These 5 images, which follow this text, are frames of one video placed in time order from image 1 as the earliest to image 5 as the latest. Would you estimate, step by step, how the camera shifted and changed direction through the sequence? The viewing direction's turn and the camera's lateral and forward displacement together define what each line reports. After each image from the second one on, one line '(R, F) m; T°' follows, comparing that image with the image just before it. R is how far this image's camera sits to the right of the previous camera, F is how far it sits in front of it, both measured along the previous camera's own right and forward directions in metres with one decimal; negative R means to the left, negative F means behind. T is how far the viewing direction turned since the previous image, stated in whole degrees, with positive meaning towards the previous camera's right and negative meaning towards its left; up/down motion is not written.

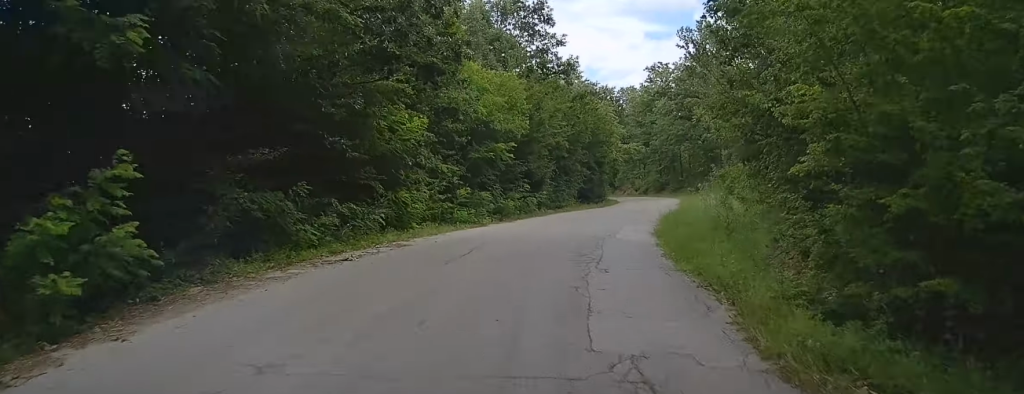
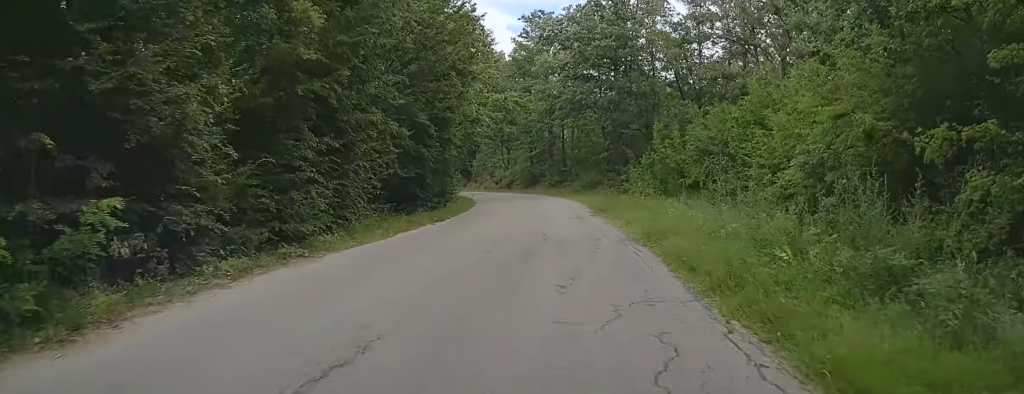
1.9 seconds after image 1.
(+2.0, +25.1) m; +10°
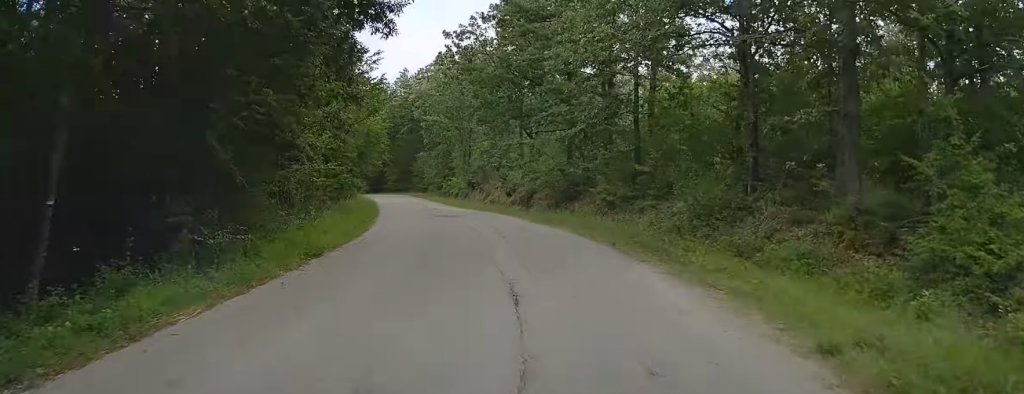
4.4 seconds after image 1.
(-0.6, +33.5) m; -5°
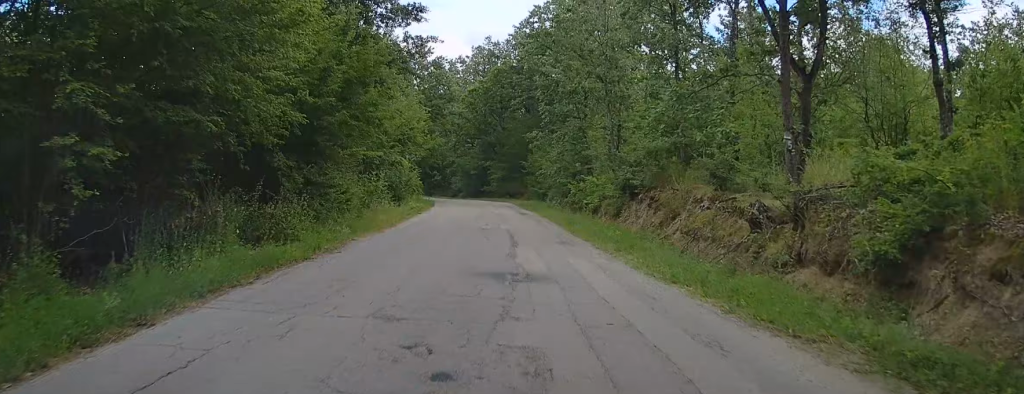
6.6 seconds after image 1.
(-2.2, +29.5) m; -10°
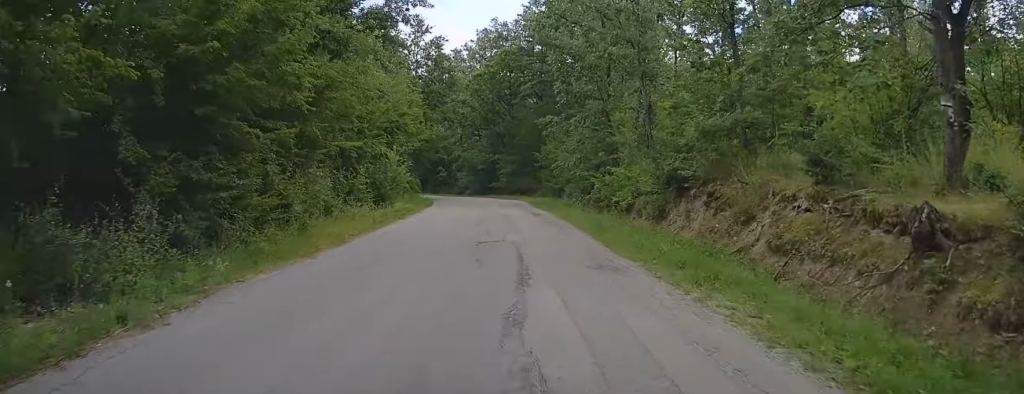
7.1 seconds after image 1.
(-0.1, +6.3) m; -1°
